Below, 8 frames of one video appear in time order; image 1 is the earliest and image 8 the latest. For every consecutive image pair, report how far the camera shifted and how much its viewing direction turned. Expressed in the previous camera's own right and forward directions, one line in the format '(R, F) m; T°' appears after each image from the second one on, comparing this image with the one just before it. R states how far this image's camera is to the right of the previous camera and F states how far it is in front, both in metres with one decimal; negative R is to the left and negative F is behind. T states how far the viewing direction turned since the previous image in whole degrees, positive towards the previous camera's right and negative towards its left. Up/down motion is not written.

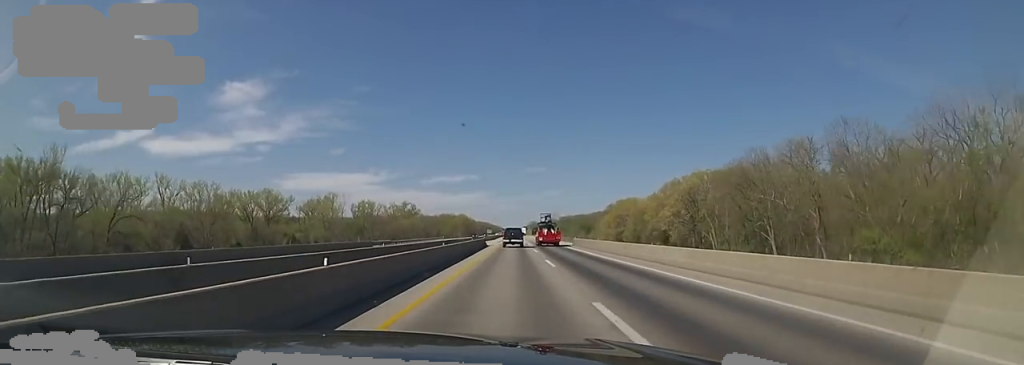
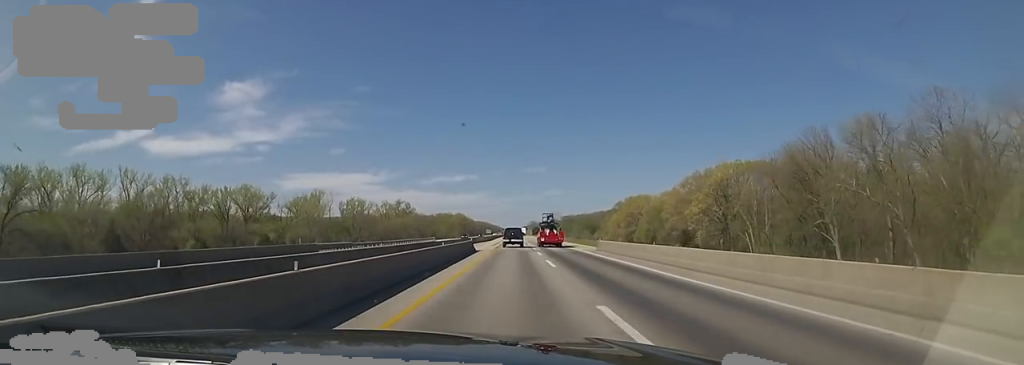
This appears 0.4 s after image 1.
(0.0, +15.6) m; 0°
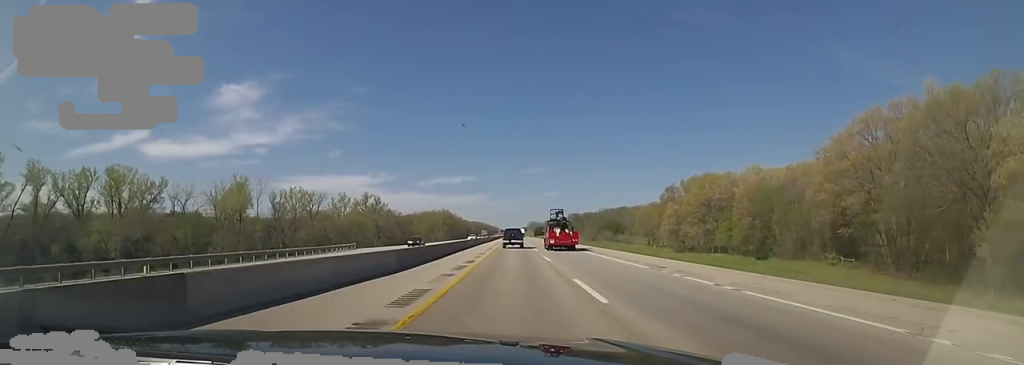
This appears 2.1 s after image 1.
(0.0, +60.2) m; 0°
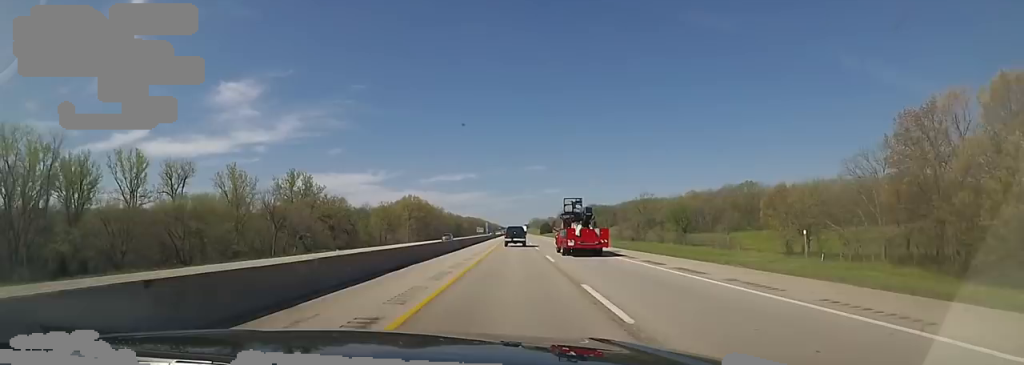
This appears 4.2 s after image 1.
(+0.6, +77.6) m; +1°
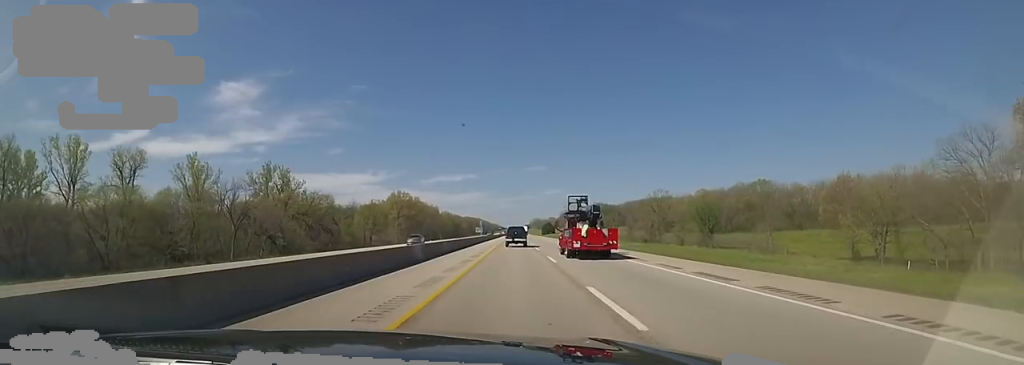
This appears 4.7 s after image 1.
(+0.3, +15.8) m; 0°
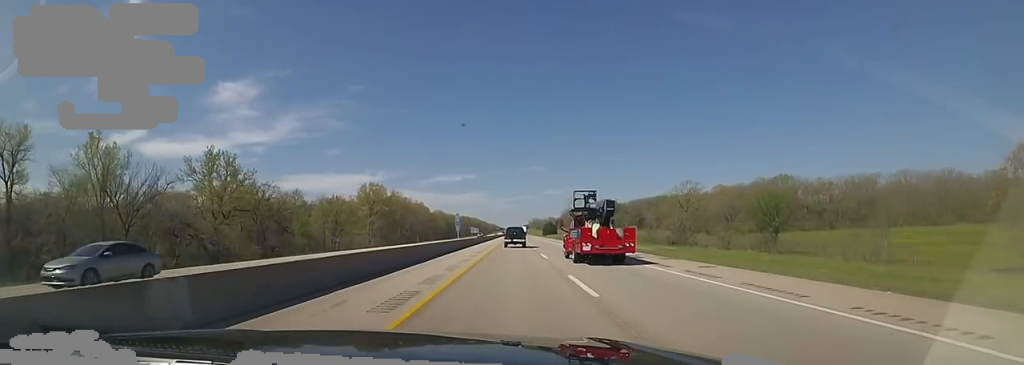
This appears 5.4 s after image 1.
(-0.4, +26.8) m; -1°
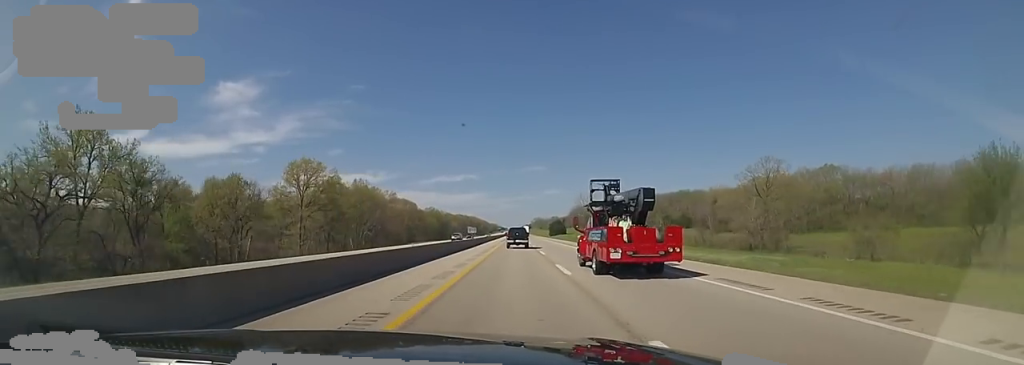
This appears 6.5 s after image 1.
(-0.3, +39.9) m; 0°
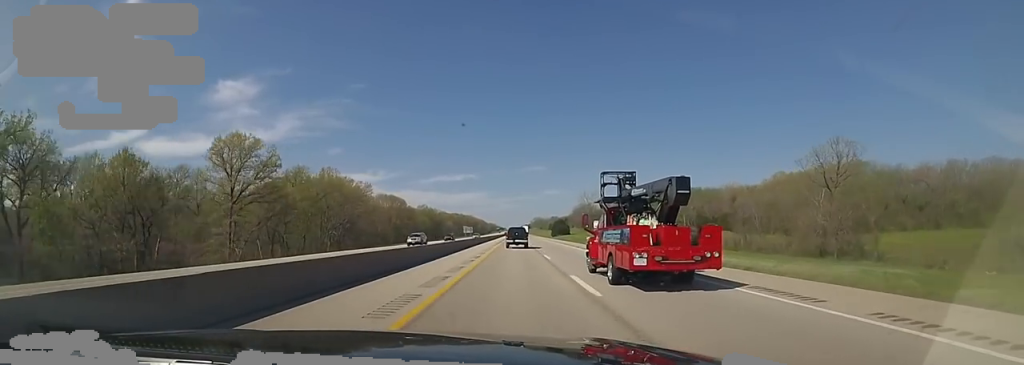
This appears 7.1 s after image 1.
(0.0, +20.5) m; 0°
